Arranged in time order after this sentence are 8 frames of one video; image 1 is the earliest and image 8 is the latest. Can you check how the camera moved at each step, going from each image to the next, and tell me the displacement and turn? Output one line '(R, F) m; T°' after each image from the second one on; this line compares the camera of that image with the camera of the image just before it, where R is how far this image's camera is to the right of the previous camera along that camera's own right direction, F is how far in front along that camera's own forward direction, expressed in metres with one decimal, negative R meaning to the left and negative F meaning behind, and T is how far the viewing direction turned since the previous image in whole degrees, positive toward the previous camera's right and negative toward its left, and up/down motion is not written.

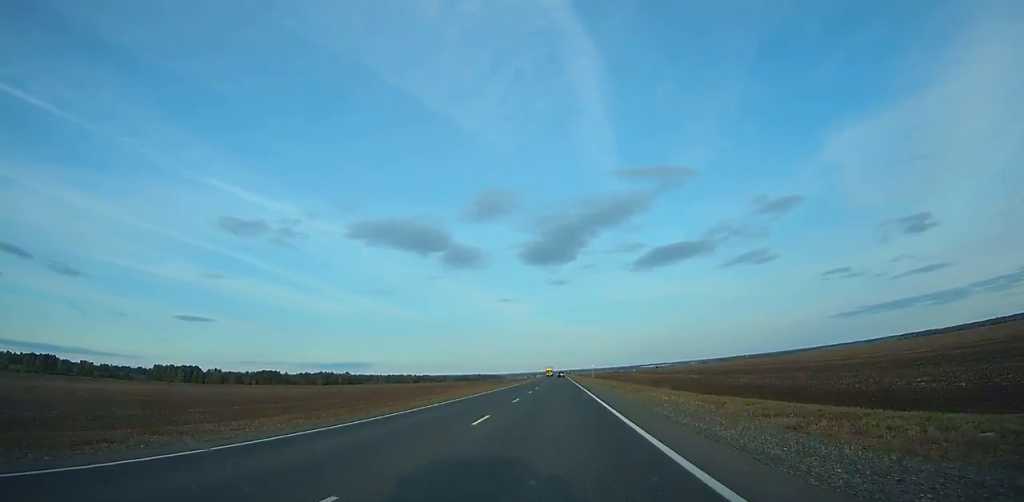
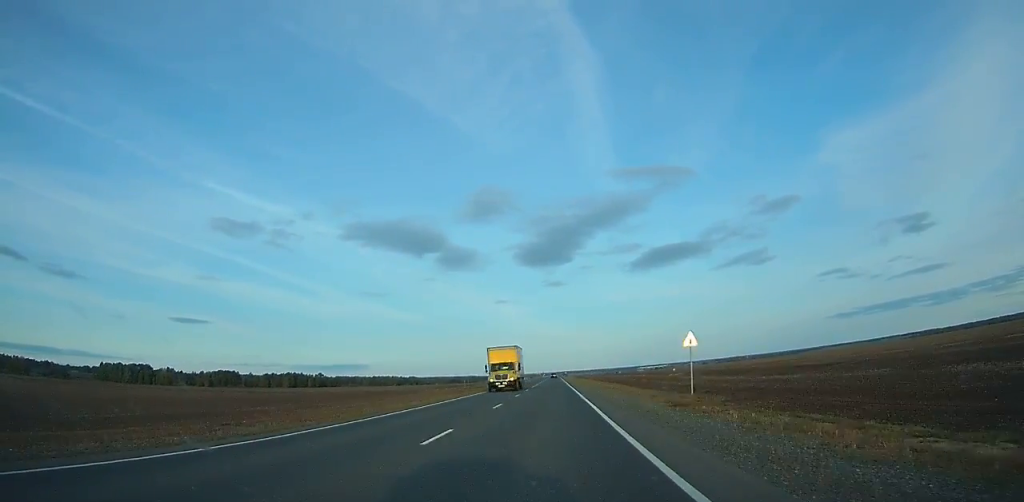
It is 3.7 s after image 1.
(-0.2, +110.8) m; 0°
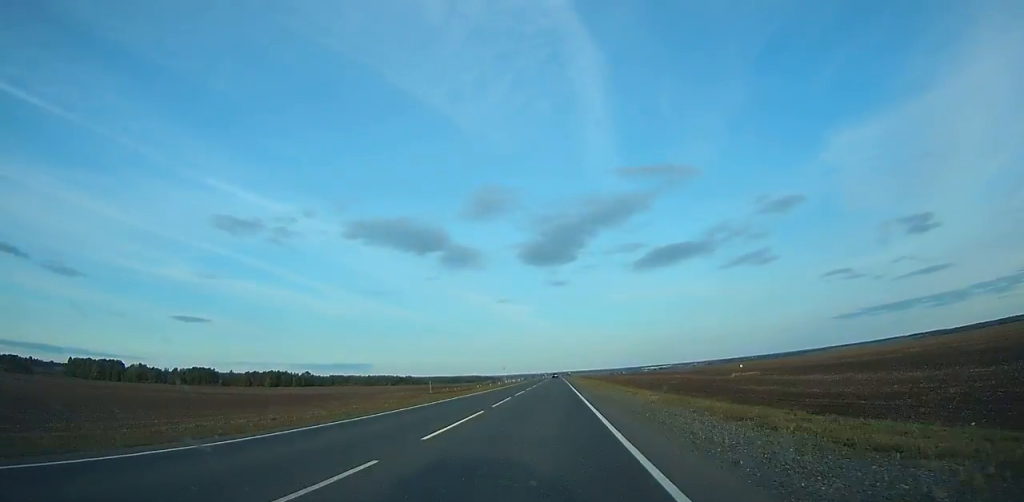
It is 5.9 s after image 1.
(+0.1, +63.4) m; 0°
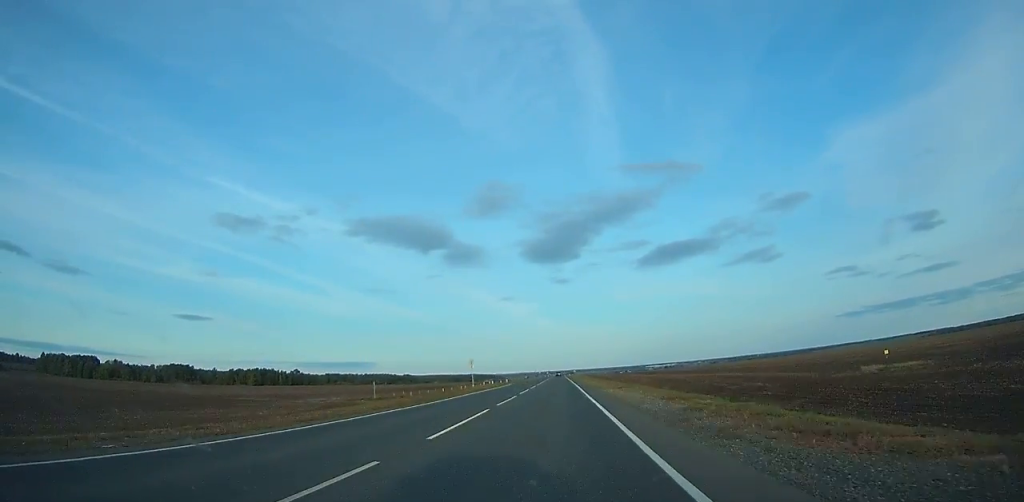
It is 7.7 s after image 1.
(0.0, +50.1) m; 0°
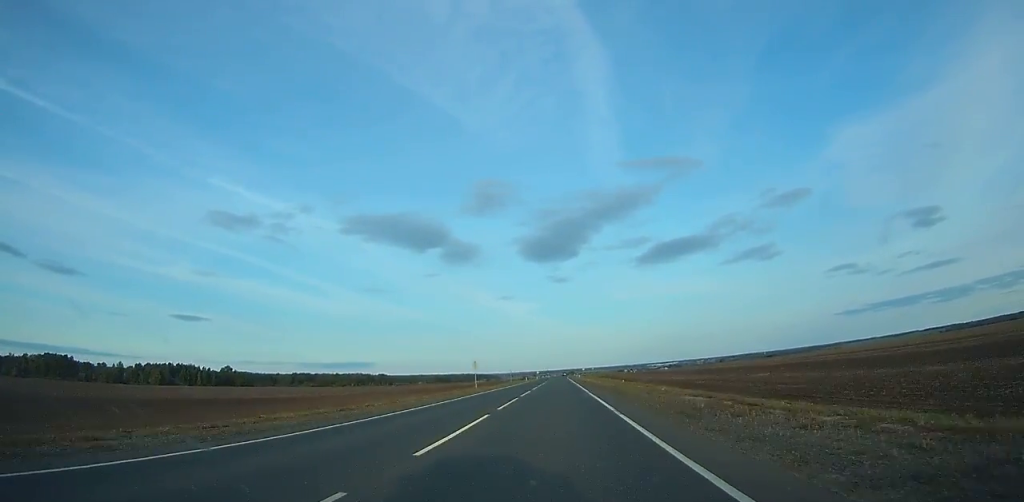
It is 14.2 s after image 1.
(+0.3, +164.3) m; 0°
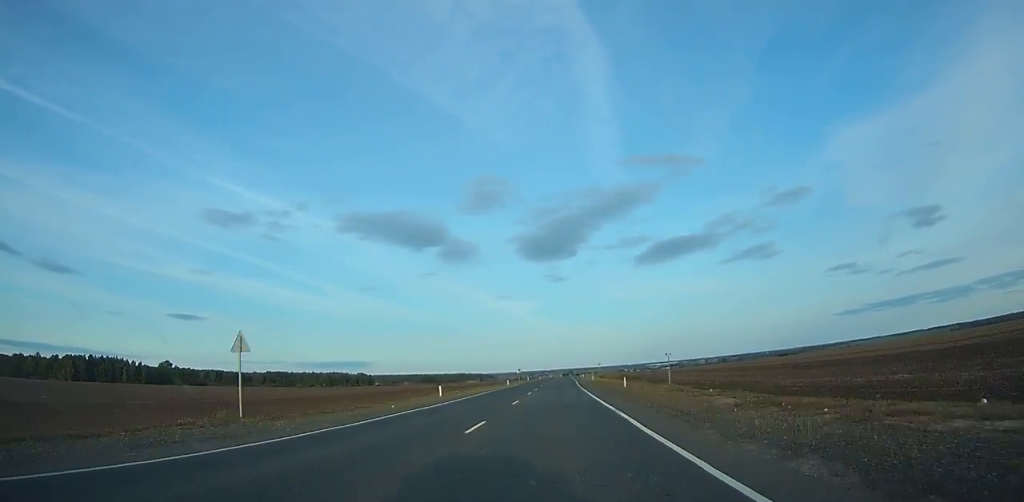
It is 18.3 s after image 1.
(-0.2, +97.4) m; 0°
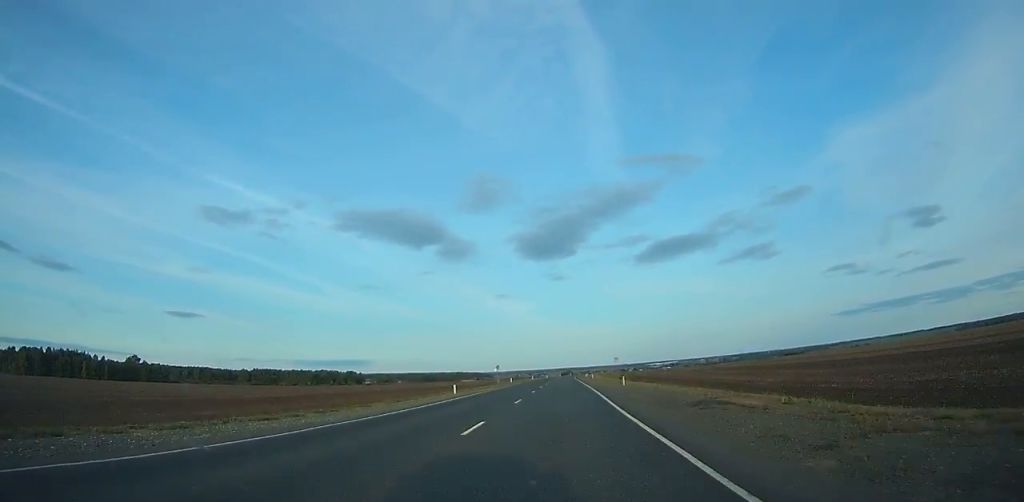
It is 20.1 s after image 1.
(+0.1, +43.9) m; 0°
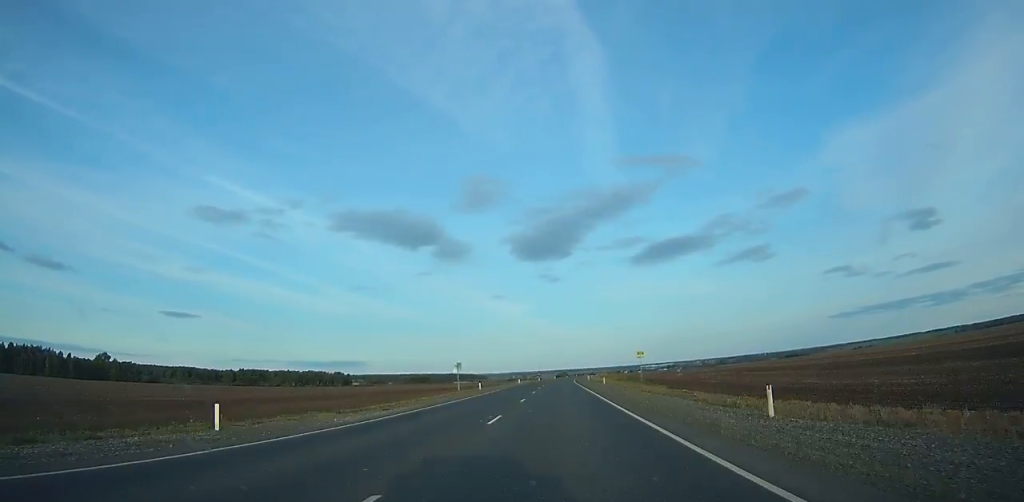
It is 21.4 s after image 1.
(0.0, +32.1) m; 0°
